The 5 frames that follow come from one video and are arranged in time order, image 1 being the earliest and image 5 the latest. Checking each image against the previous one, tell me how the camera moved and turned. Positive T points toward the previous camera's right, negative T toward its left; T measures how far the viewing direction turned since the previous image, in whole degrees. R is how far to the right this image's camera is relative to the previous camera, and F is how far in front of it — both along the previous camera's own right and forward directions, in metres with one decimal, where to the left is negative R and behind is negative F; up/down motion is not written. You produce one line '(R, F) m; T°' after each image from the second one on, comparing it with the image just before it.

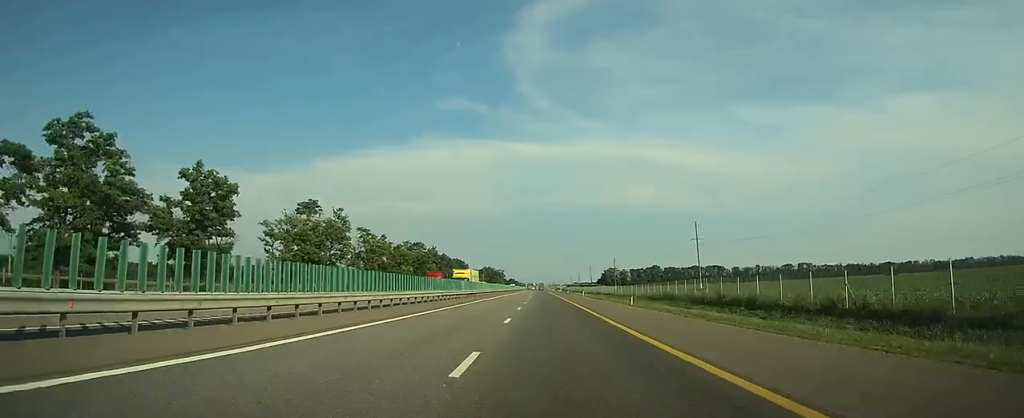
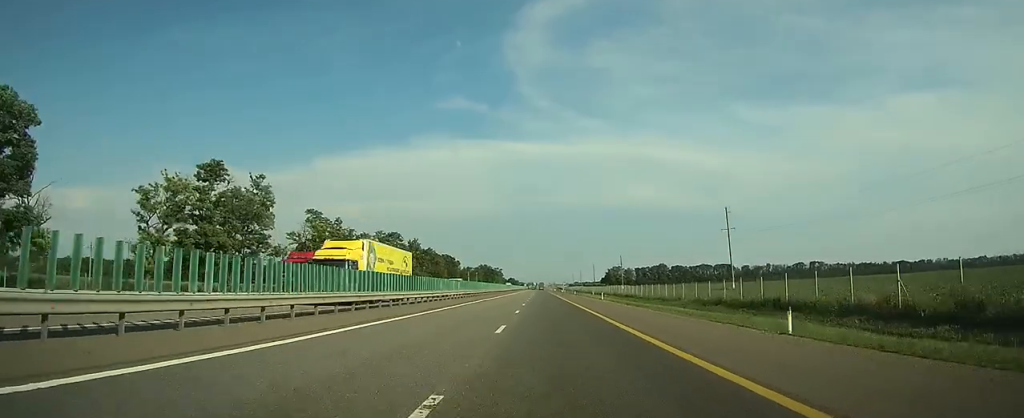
(0.0, +28.0) m; 0°
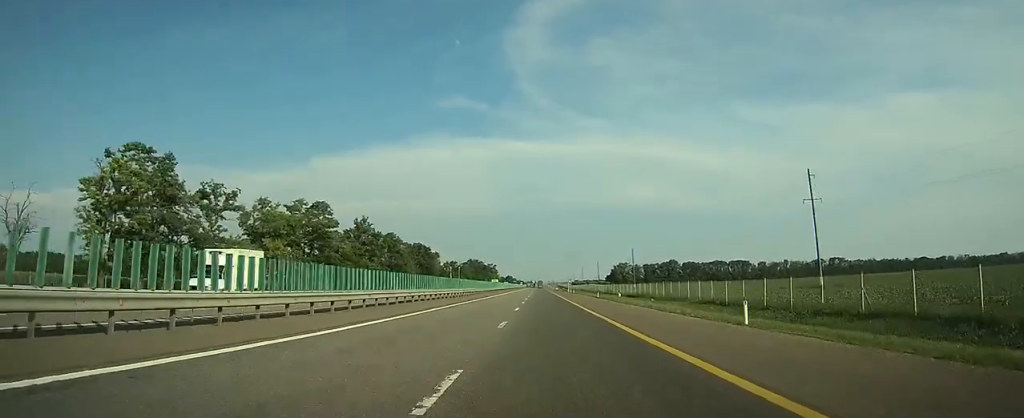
(+0.1, +45.7) m; 0°
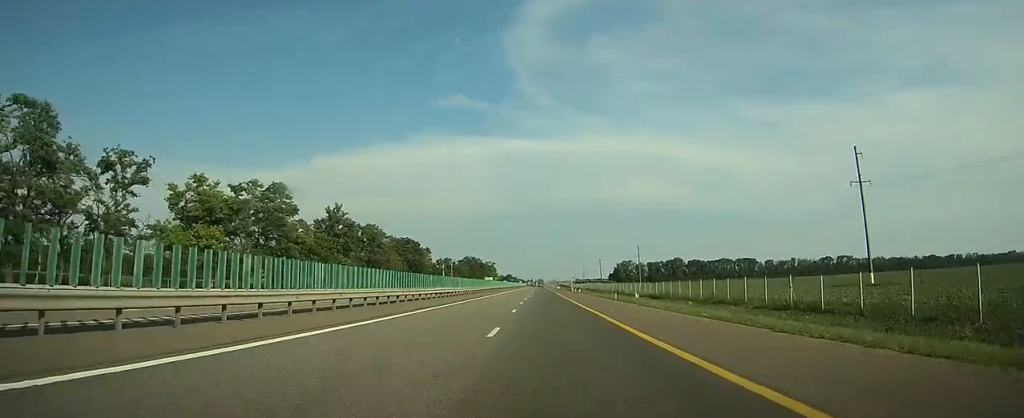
(0.0, +15.6) m; 0°
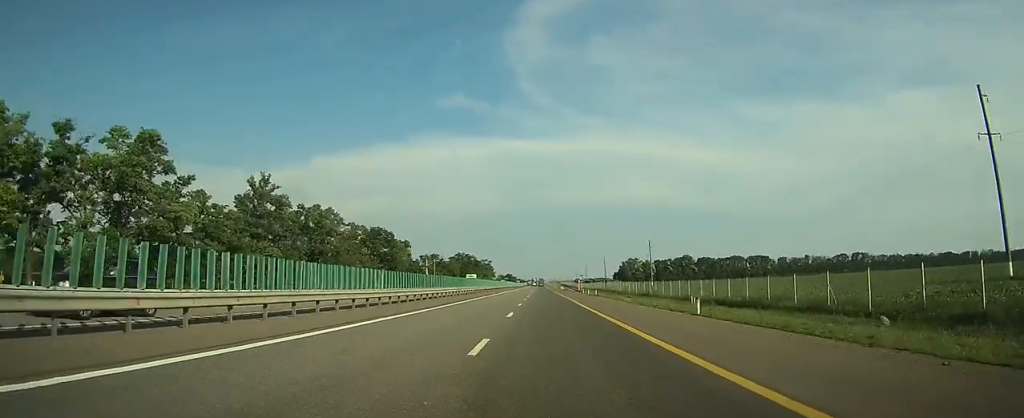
(0.0, +27.4) m; 0°
